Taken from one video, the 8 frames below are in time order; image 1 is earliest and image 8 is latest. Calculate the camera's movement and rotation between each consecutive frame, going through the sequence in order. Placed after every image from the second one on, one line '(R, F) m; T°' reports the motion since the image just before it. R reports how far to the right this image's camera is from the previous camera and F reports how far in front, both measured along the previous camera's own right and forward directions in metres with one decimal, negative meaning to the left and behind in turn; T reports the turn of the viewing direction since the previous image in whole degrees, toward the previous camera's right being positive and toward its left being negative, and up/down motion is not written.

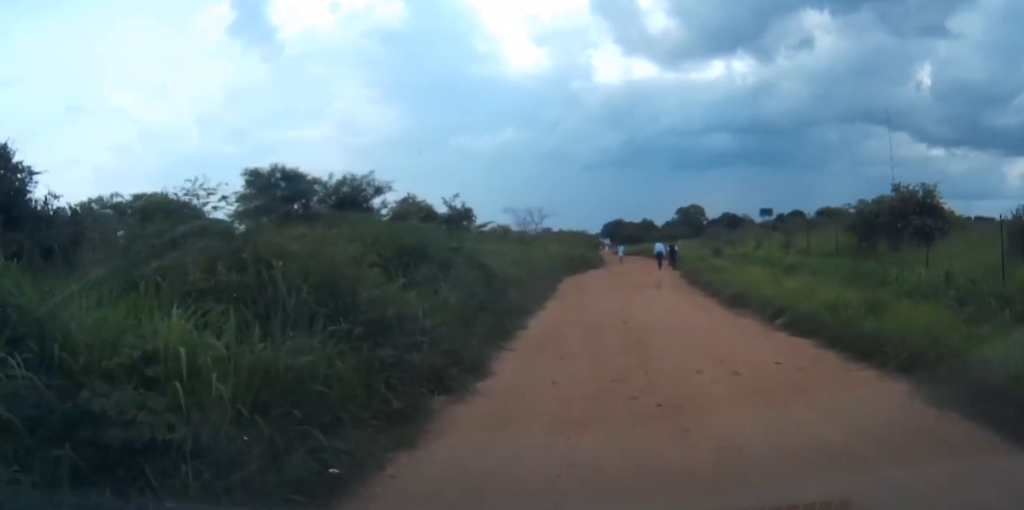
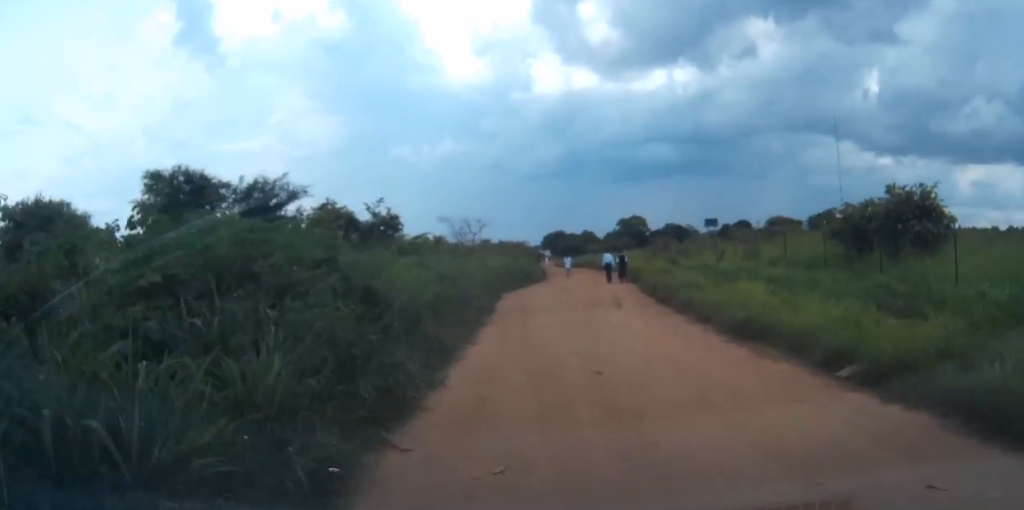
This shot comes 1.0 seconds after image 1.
(+0.2, +4.5) m; +5°
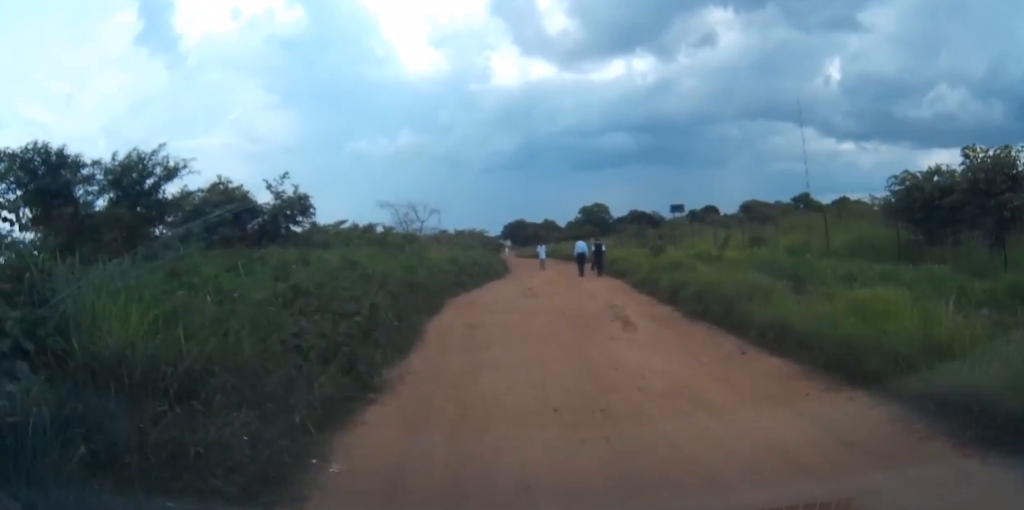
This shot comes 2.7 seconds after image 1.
(+0.5, +8.4) m; +5°
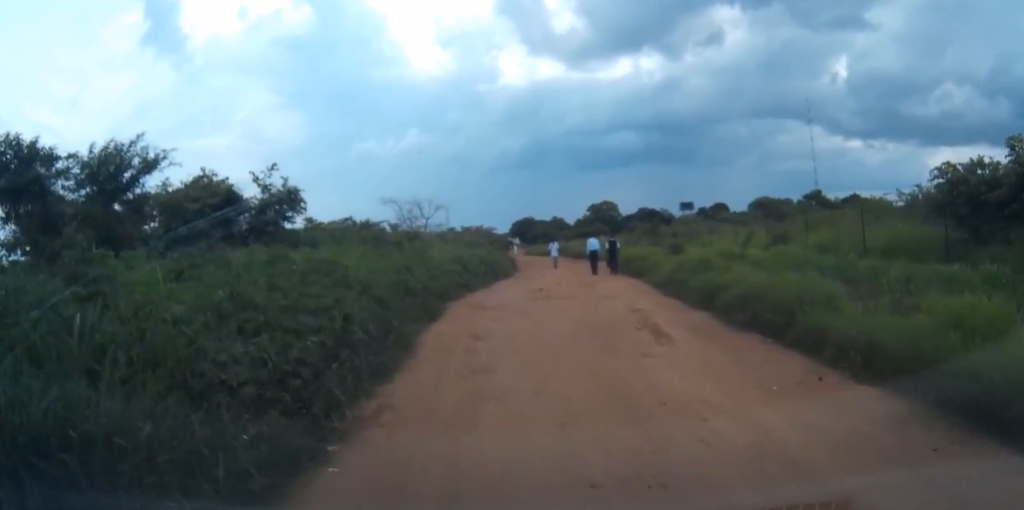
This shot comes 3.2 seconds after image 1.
(0.0, +2.2) m; +1°
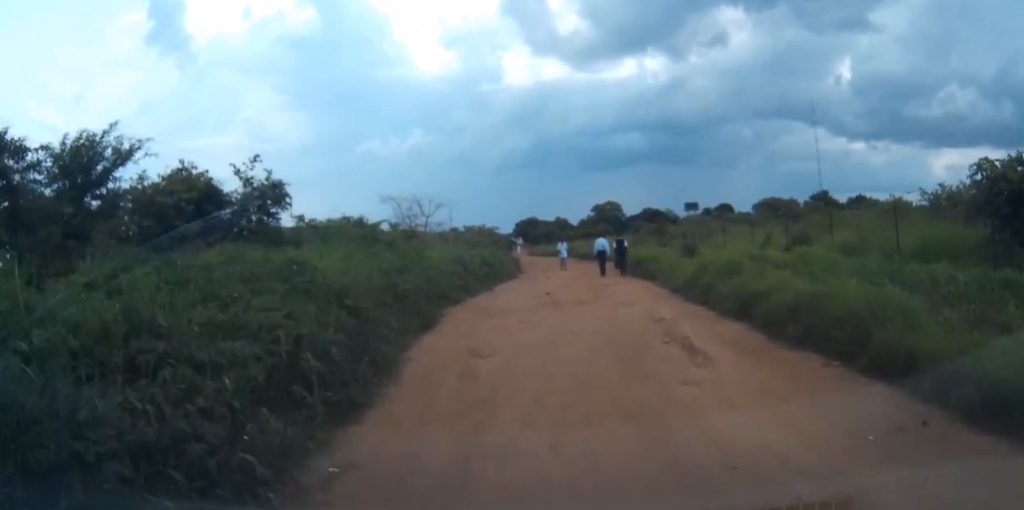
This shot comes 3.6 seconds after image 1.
(0.0, +1.9) m; 0°
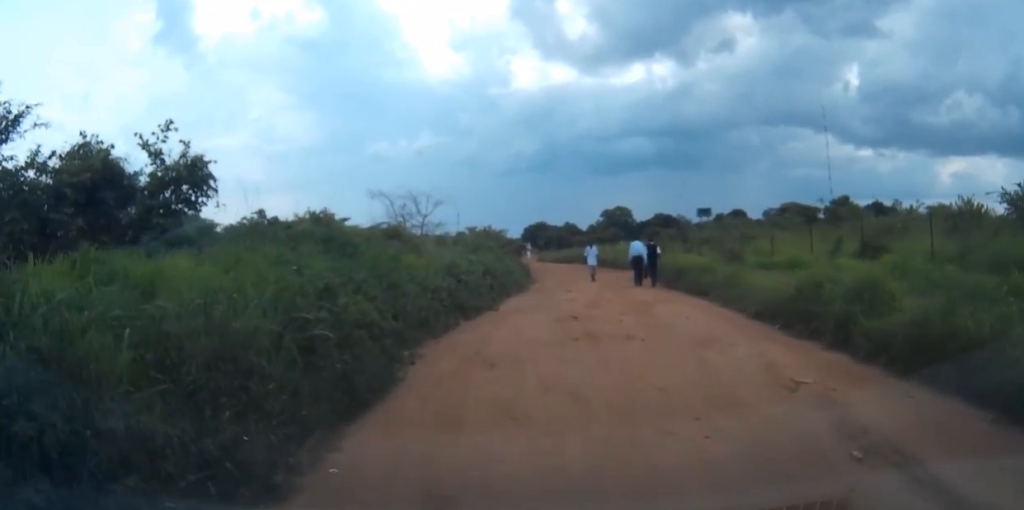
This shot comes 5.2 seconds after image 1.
(-0.1, +6.1) m; -3°
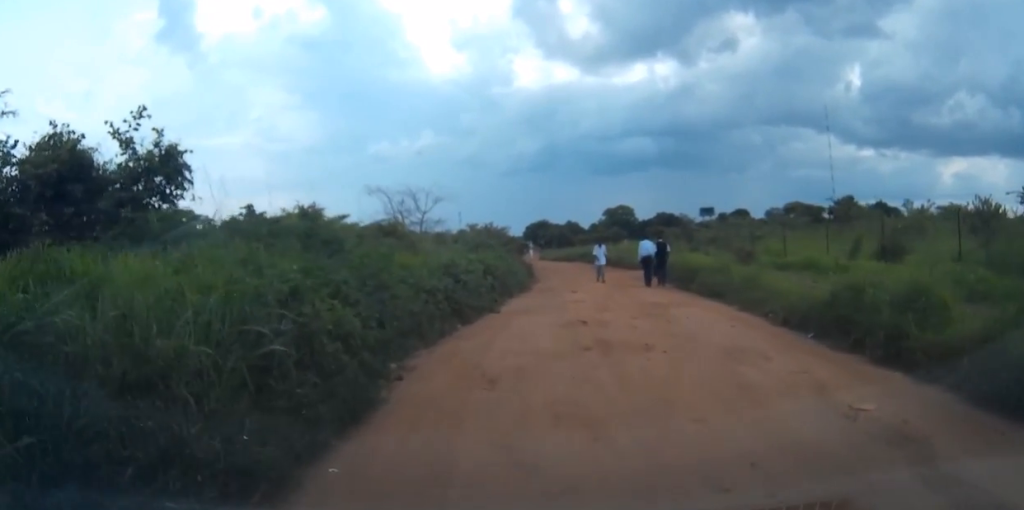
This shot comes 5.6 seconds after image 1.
(0.0, +1.4) m; 0°
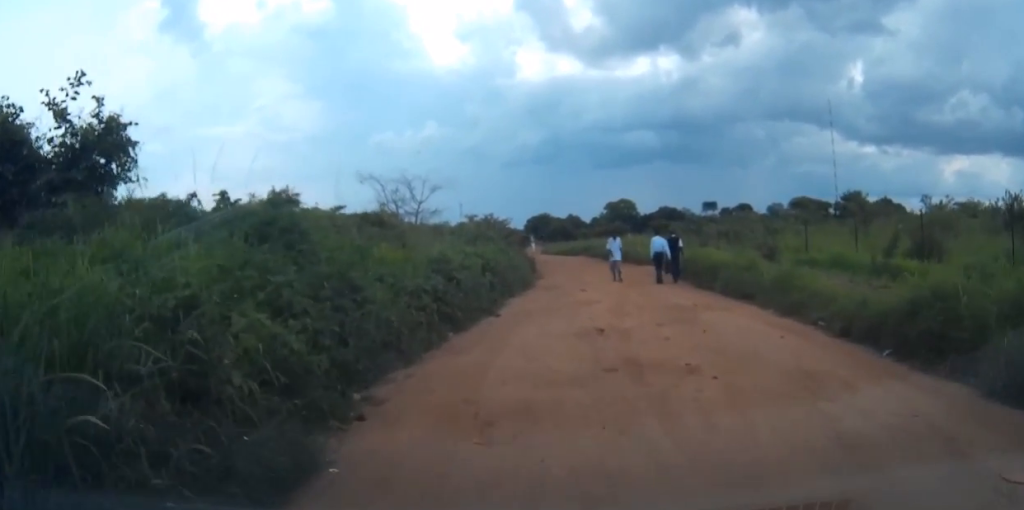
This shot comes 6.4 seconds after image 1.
(-0.1, +2.5) m; 0°
